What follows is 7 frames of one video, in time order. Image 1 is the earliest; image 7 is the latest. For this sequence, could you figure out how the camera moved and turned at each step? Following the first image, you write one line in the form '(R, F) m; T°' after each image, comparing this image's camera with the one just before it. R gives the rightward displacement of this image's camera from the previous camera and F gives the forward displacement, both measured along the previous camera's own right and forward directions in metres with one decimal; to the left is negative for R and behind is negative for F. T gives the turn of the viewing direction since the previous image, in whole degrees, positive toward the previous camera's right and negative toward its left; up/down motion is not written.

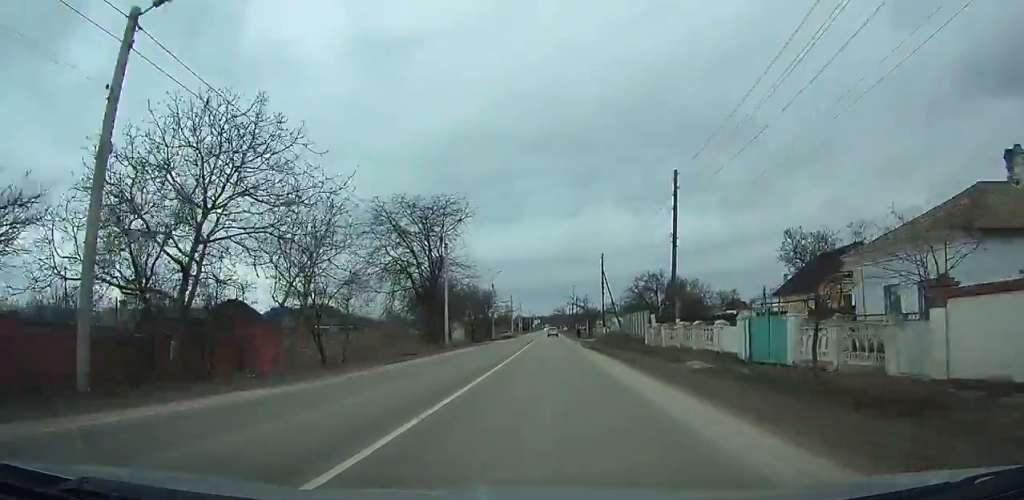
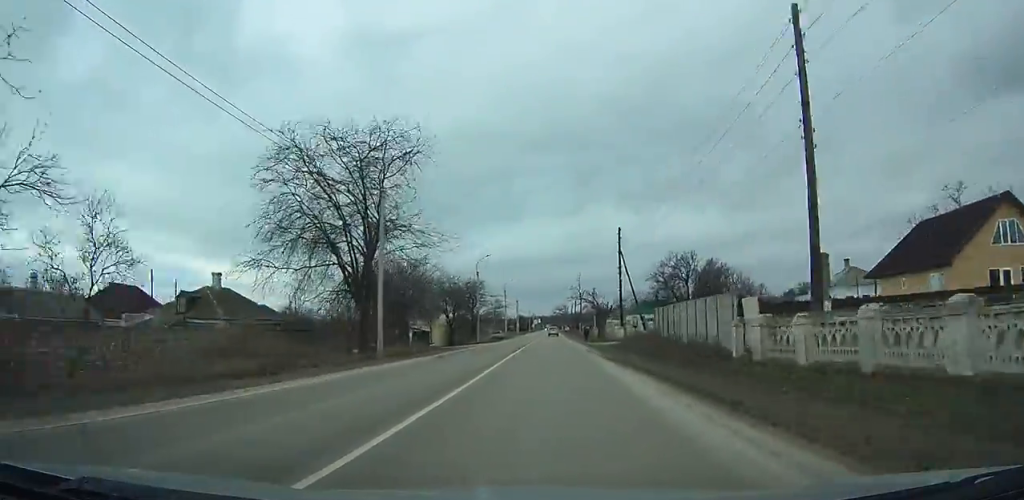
(0.0, +18.3) m; -1°
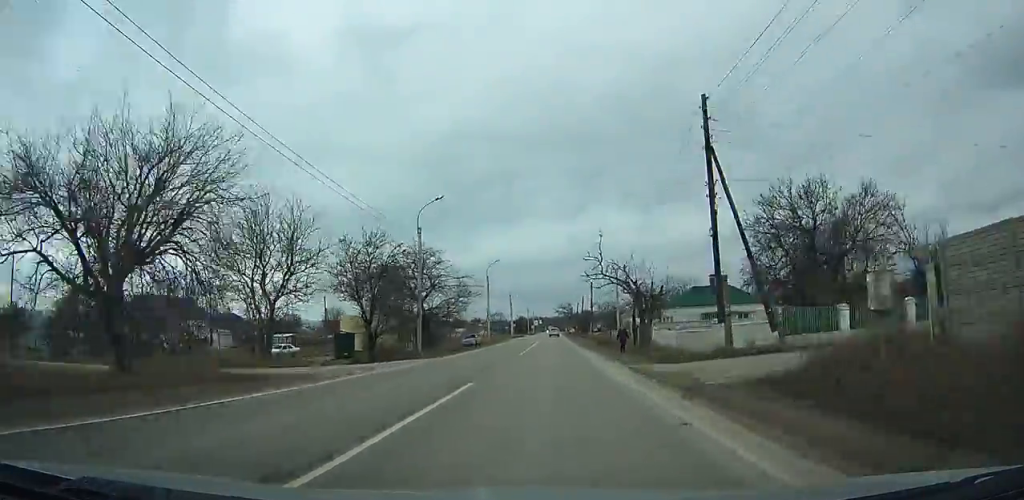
(-0.6, +31.0) m; +1°
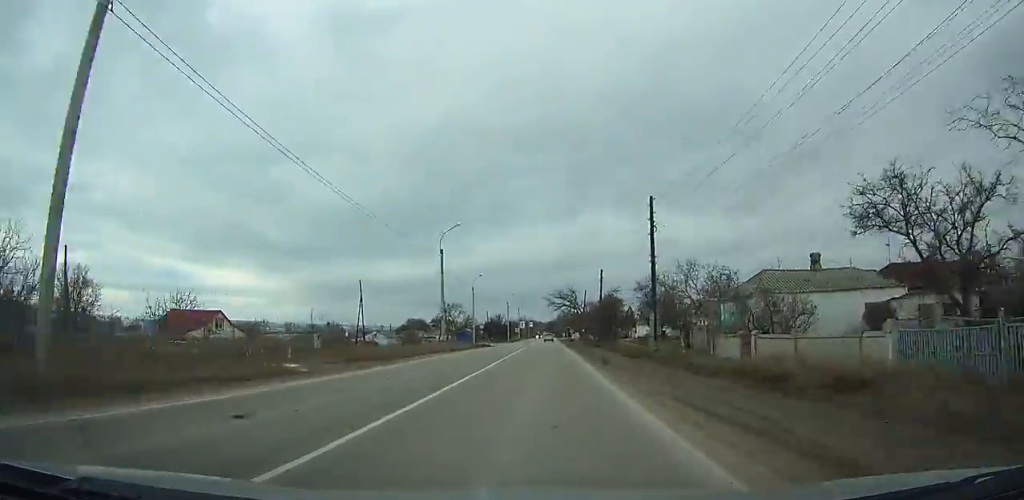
(+2.2, +66.5) m; +1°
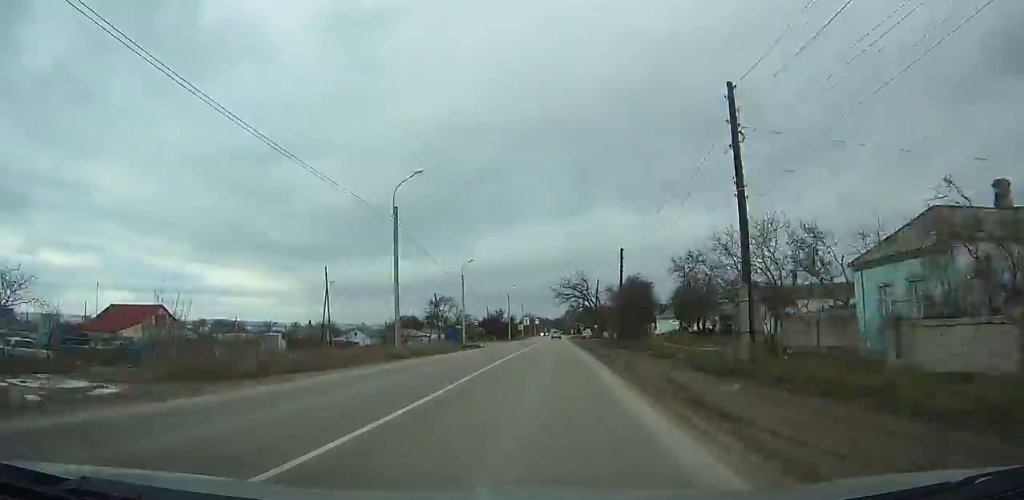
(-0.2, +15.9) m; -1°
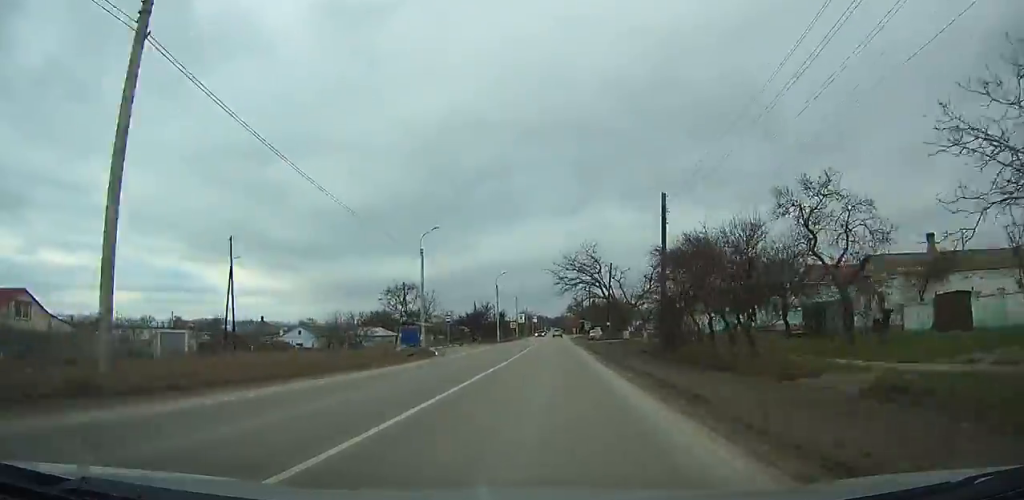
(-0.1, +22.5) m; 0°
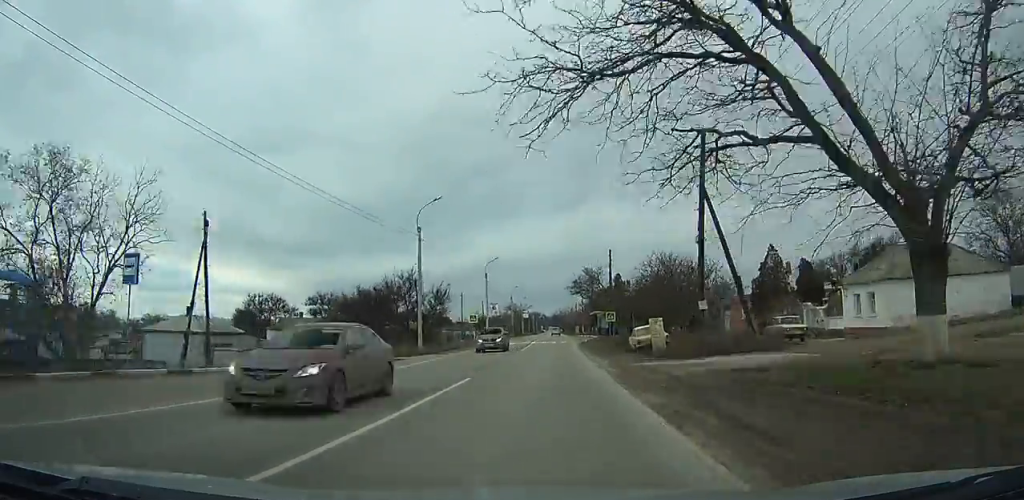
(-0.1, +50.6) m; 0°
